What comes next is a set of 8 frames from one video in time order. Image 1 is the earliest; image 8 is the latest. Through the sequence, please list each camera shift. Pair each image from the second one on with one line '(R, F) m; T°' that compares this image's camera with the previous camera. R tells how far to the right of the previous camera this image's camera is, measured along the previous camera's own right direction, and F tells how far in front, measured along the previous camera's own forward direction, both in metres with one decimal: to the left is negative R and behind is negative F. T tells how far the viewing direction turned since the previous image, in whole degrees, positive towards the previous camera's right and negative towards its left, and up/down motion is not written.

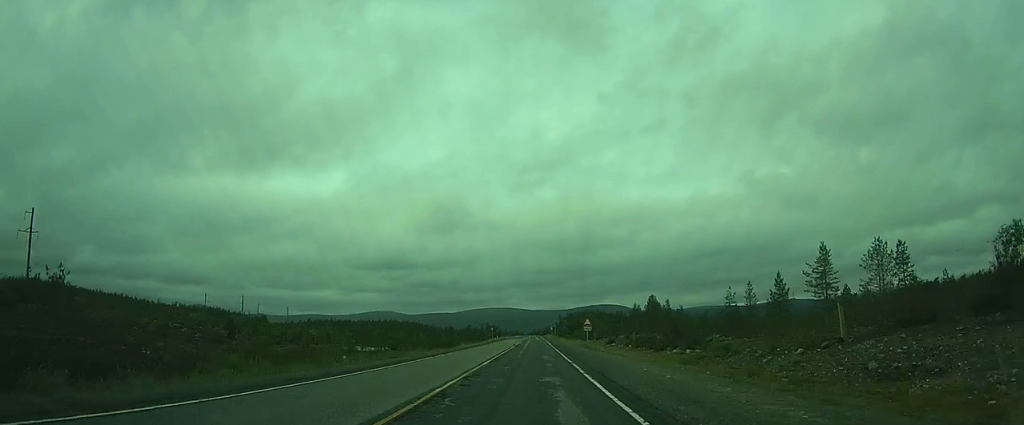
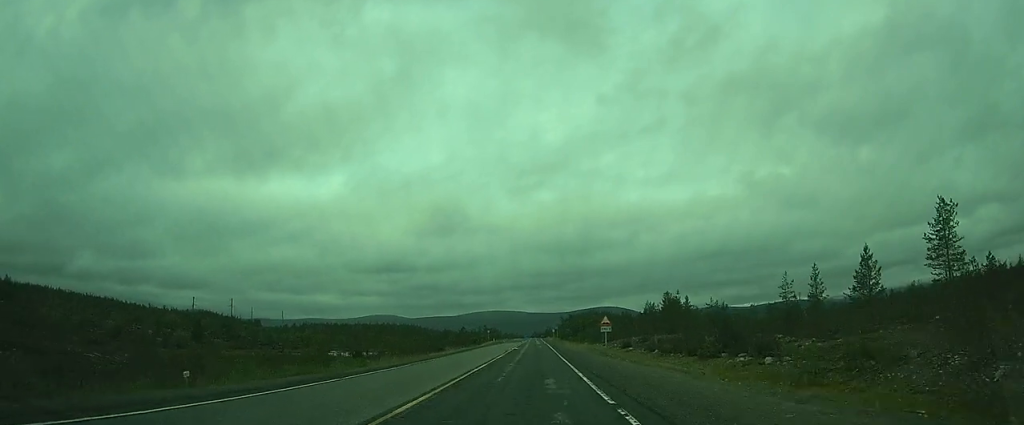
(0.0, +14.7) m; 0°
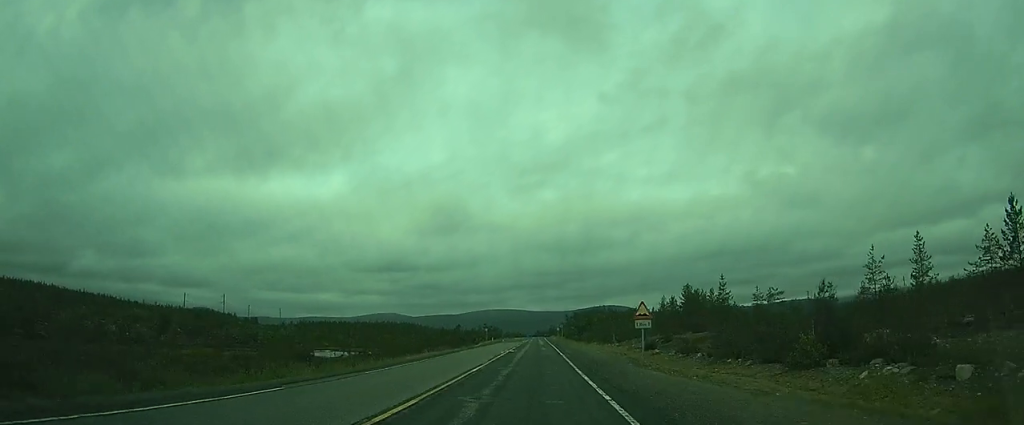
(+0.1, +13.1) m; 0°
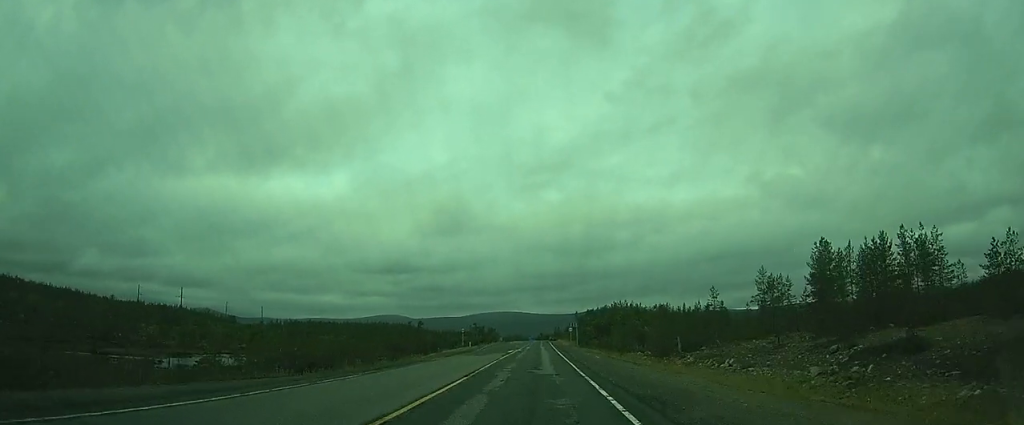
(-0.2, +46.9) m; -1°
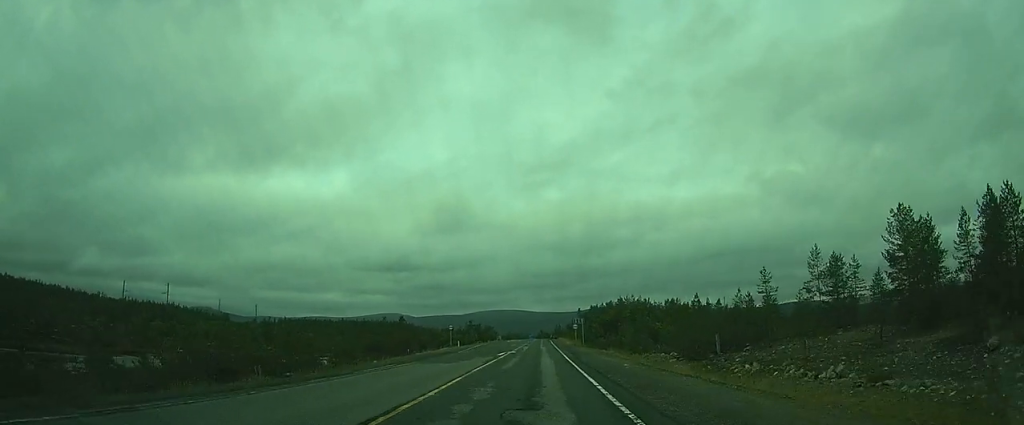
(0.0, +12.3) m; 0°
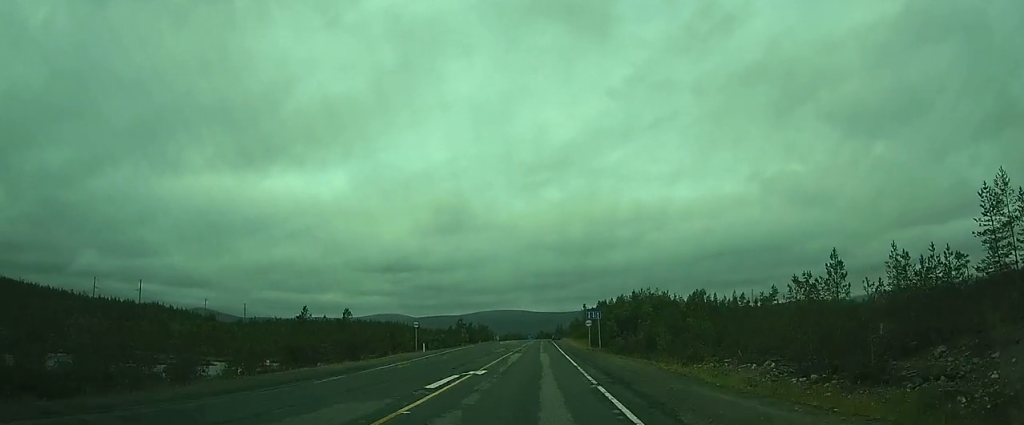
(0.0, +22.3) m; 0°
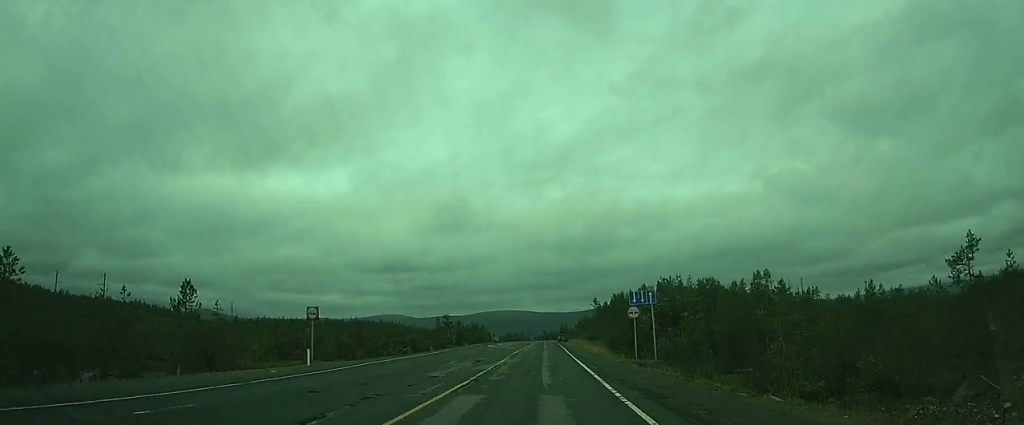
(-0.1, +26.9) m; -1°
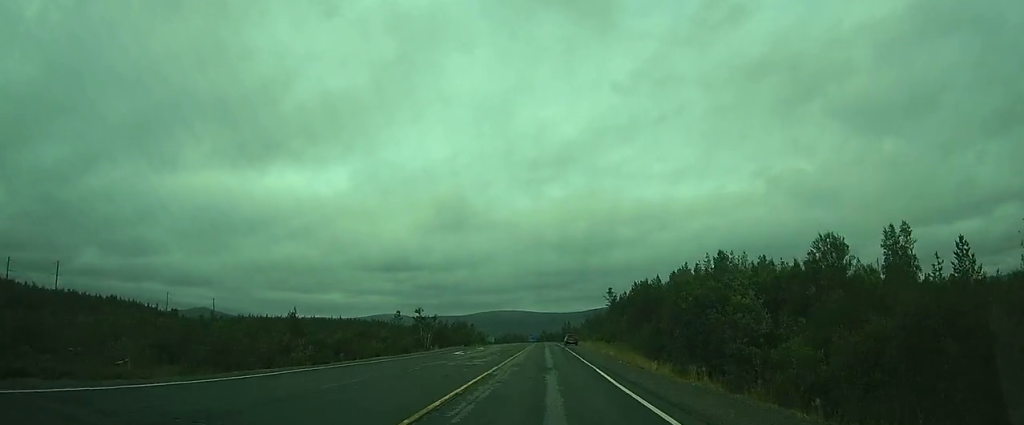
(-0.2, +28.5) m; 0°
